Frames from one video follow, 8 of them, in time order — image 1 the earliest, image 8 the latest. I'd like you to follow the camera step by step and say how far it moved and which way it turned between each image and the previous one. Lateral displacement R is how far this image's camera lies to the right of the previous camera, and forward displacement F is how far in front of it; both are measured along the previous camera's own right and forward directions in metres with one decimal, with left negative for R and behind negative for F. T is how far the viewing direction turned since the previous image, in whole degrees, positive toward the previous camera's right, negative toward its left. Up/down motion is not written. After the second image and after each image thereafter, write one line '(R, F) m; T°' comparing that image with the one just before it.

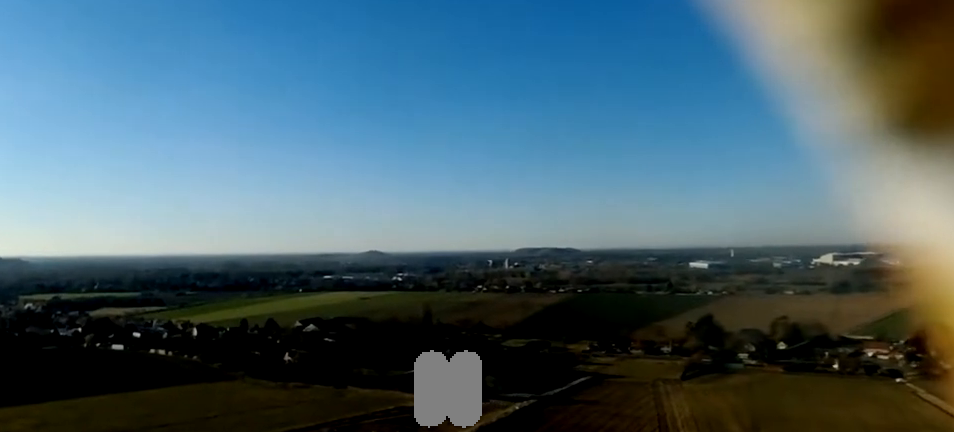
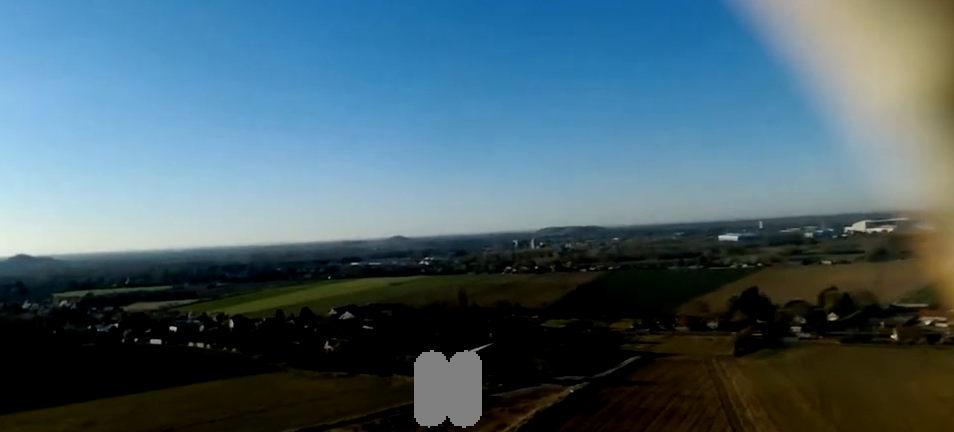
(+0.9, +14.4) m; +4°
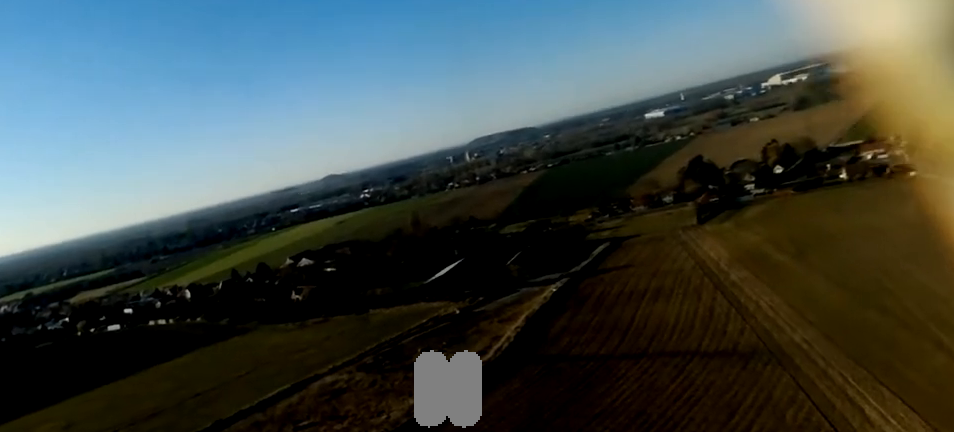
(-0.3, +14.4) m; +8°
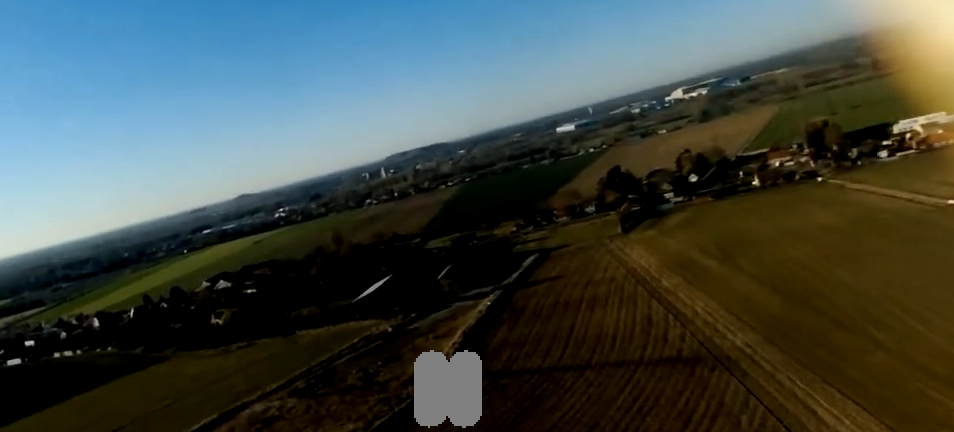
(+1.2, +9.3) m; +7°
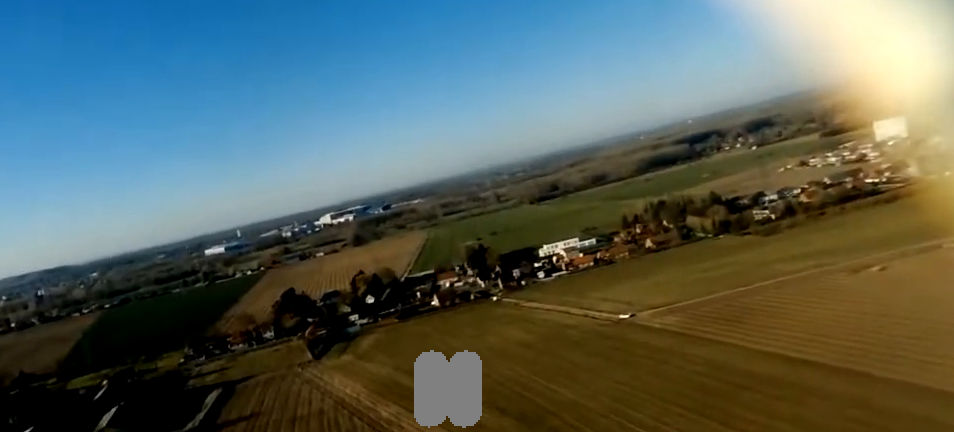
(+6.1, +31.1) m; +19°
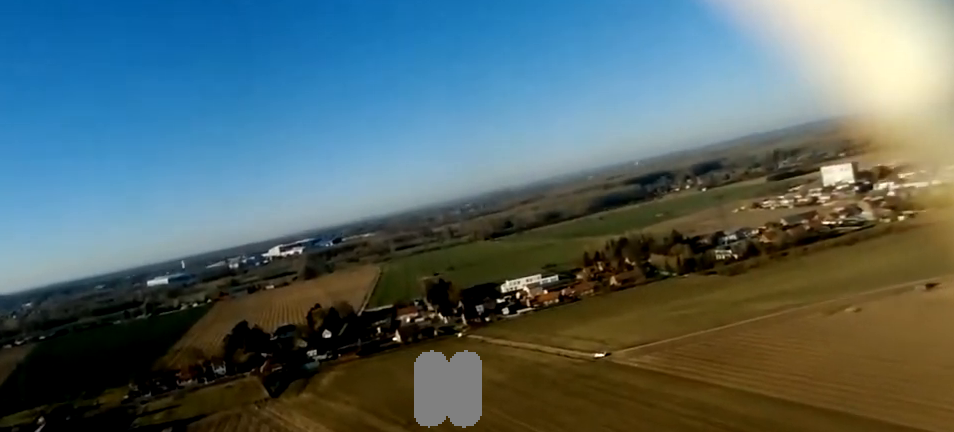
(+0.7, +14.7) m; +5°
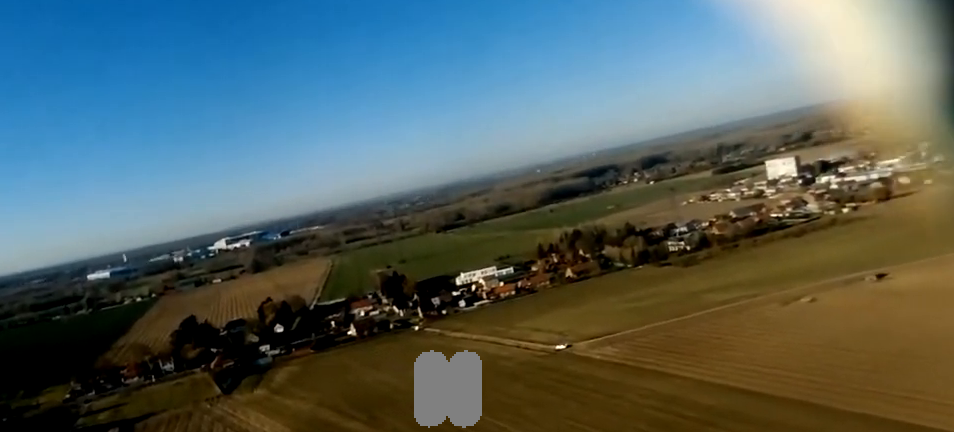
(+0.2, +7.0) m; +2°
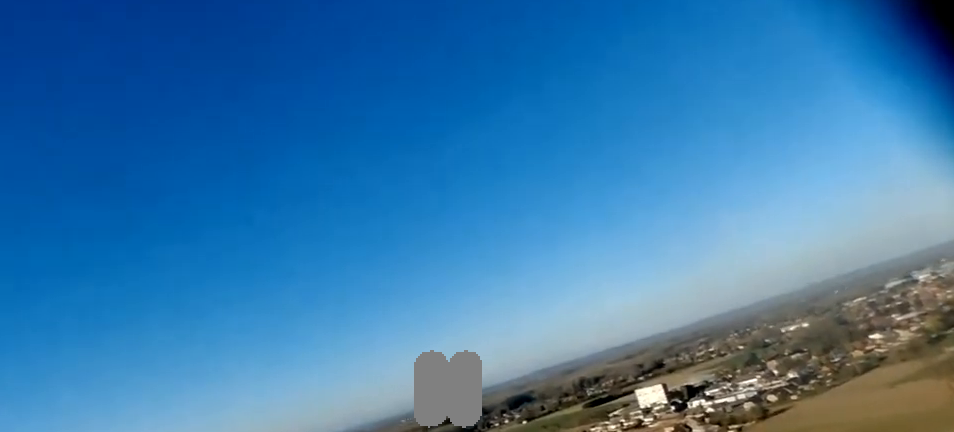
(+1.9, +21.4) m; +15°
